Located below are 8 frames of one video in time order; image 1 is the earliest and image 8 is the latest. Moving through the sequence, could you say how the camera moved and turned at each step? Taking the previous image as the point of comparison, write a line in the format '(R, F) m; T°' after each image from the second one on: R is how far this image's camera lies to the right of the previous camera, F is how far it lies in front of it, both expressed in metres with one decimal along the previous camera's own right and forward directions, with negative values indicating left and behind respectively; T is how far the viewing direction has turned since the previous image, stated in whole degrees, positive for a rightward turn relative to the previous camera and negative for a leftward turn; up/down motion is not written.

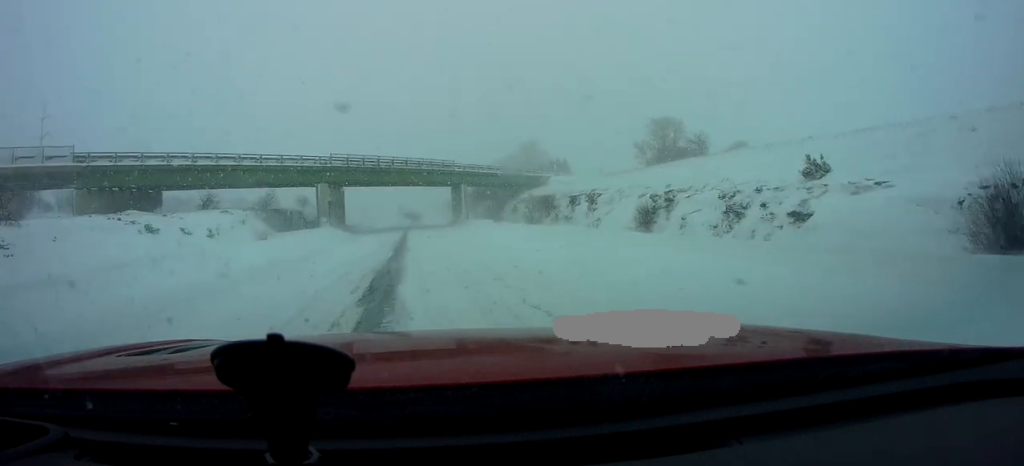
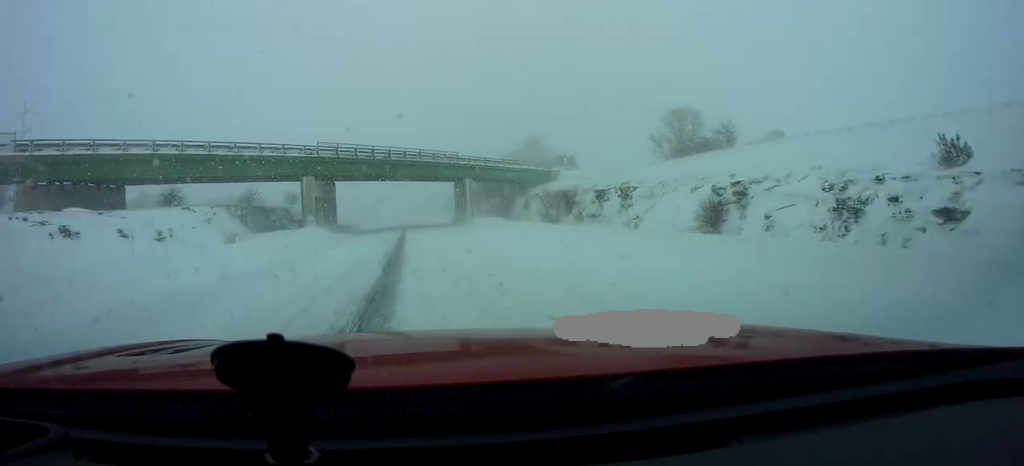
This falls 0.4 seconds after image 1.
(+0.1, +7.0) m; 0°
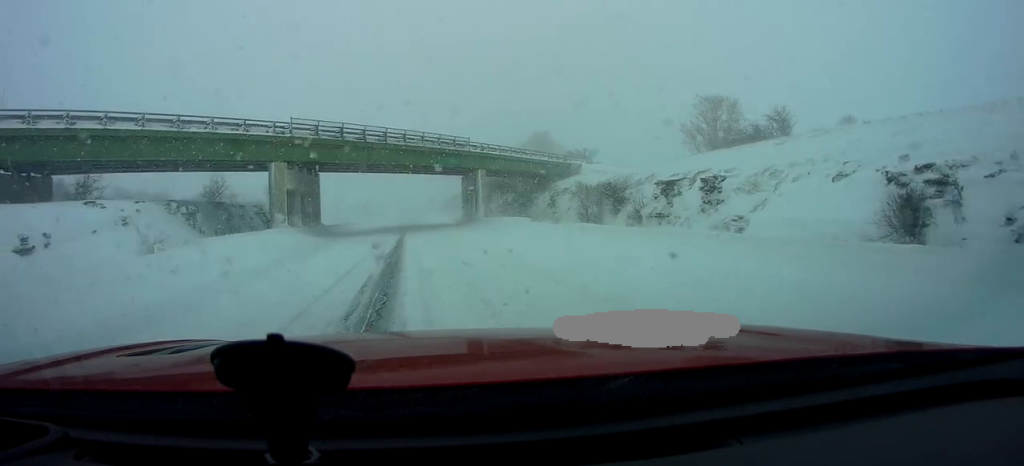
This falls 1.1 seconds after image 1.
(+0.5, +10.7) m; -1°
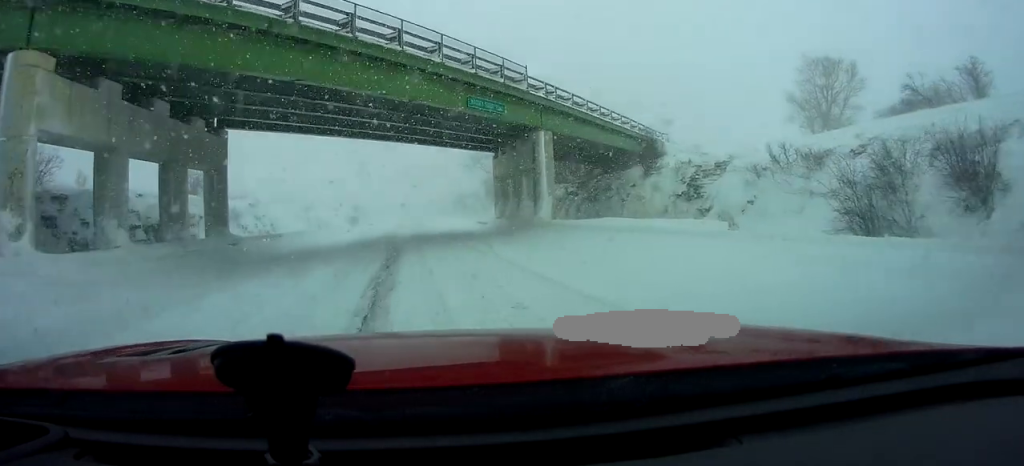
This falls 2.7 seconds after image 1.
(-0.4, +25.0) m; 0°
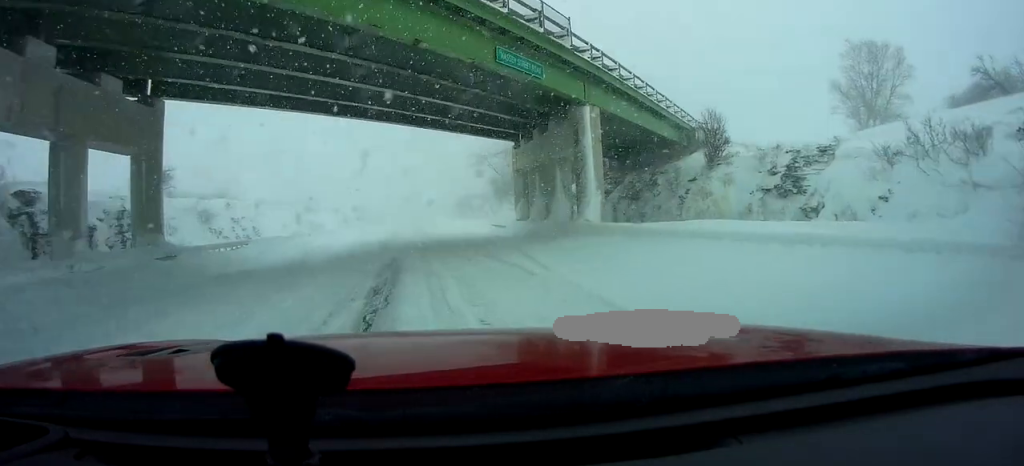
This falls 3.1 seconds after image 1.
(+0.3, +6.9) m; 0°
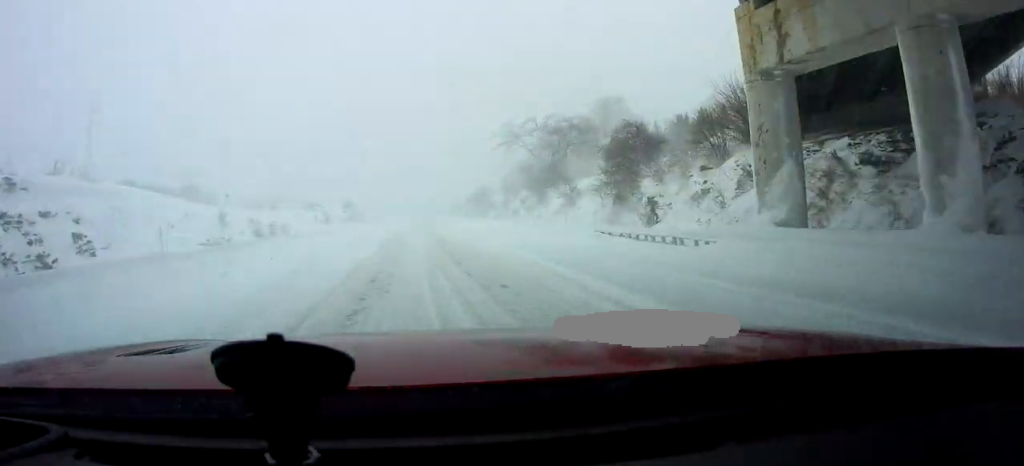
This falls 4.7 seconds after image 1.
(-0.8, +24.7) m; -1°
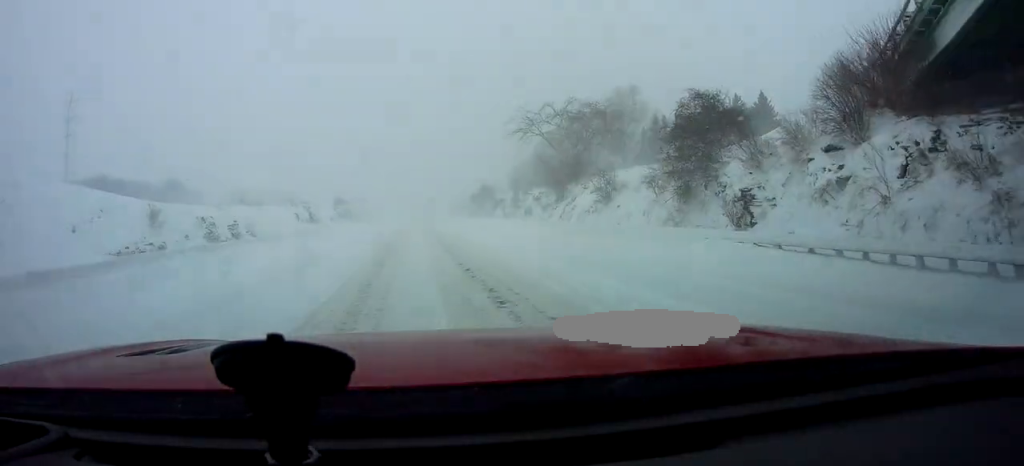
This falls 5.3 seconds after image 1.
(-0.1, +9.4) m; +1°
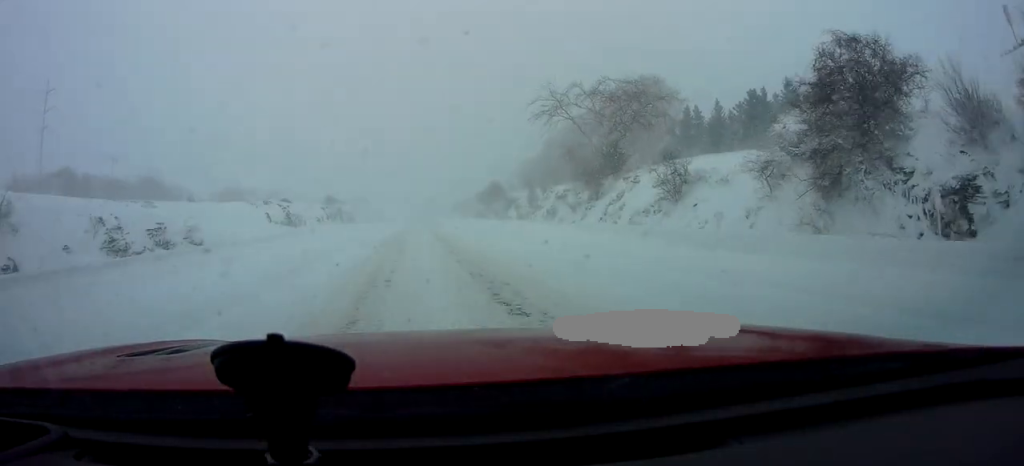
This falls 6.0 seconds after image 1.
(+0.4, +10.9) m; 0°
